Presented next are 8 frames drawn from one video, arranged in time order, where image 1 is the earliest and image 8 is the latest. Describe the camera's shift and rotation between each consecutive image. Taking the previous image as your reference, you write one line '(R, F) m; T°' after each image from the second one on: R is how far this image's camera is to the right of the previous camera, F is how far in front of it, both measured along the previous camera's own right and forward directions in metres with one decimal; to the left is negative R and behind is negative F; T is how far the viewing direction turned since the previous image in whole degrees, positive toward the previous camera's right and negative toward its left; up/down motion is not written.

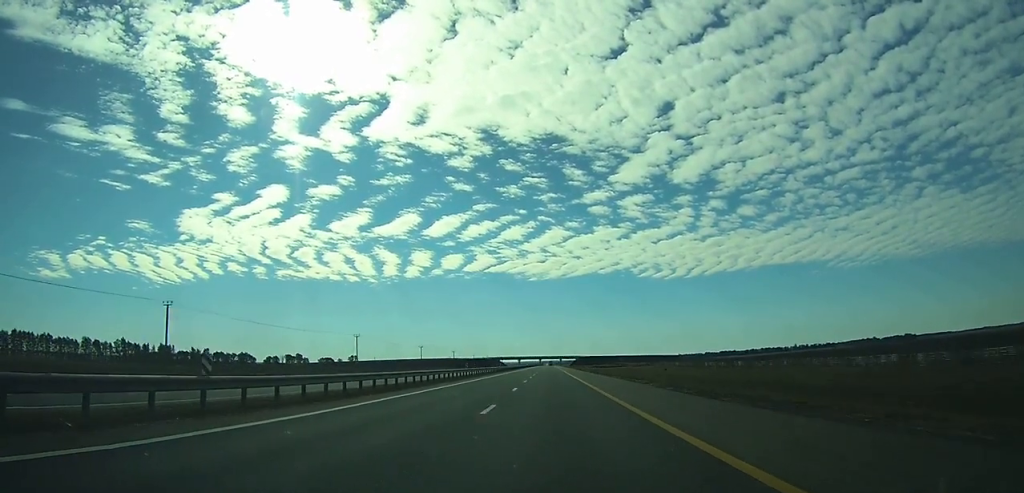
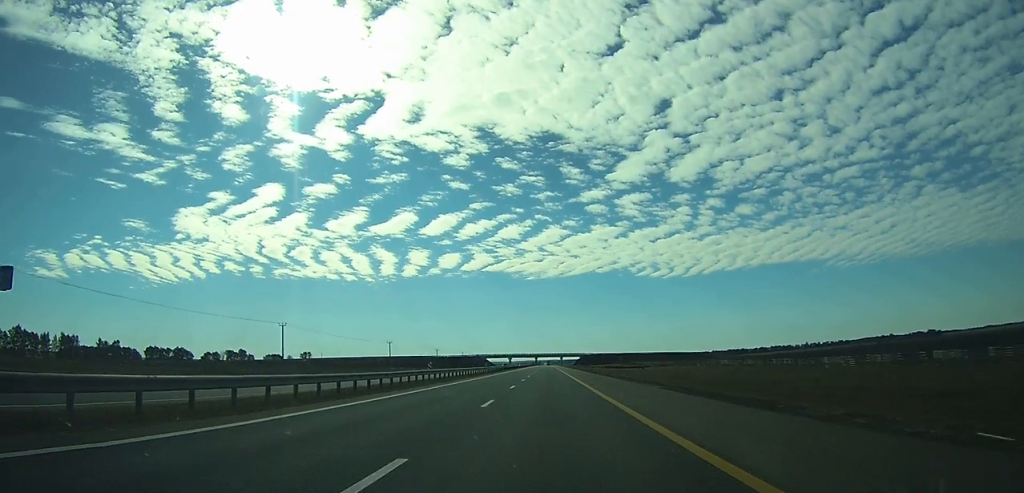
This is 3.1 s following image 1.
(-0.1, +95.0) m; 0°
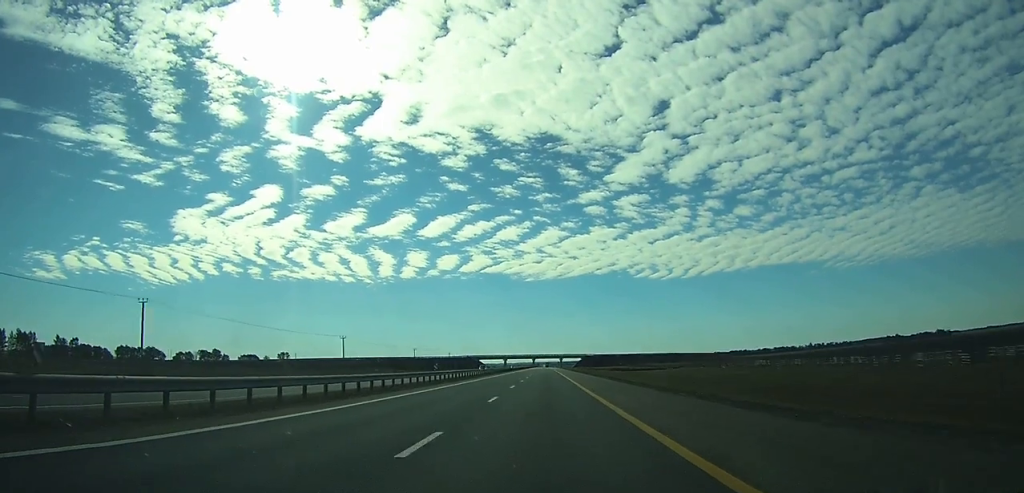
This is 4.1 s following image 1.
(0.0, +32.9) m; 0°
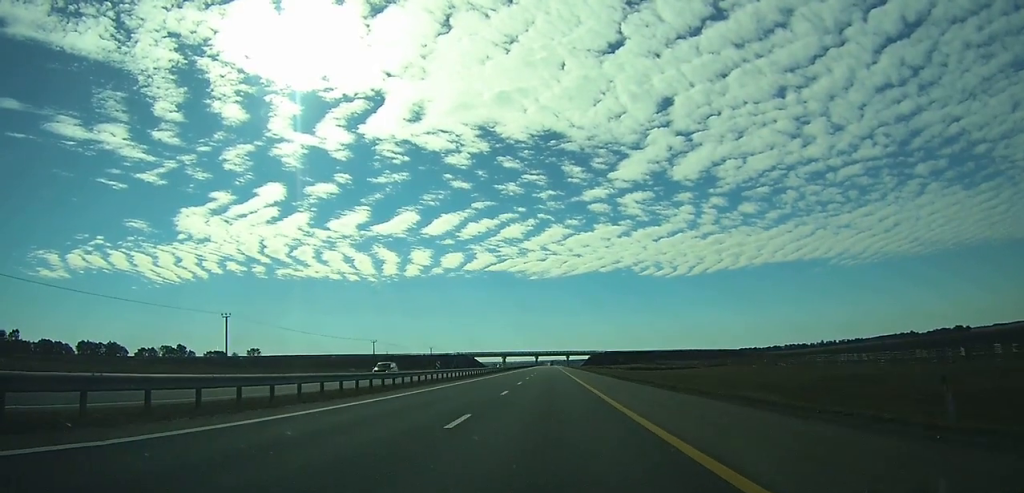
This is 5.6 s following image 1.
(0.0, +45.1) m; 0°
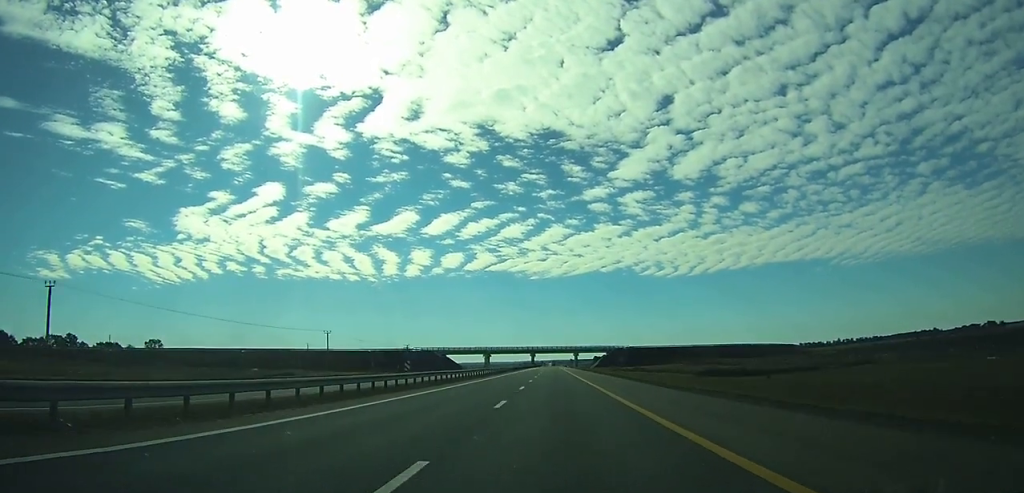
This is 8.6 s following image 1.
(-0.2, +91.9) m; 0°
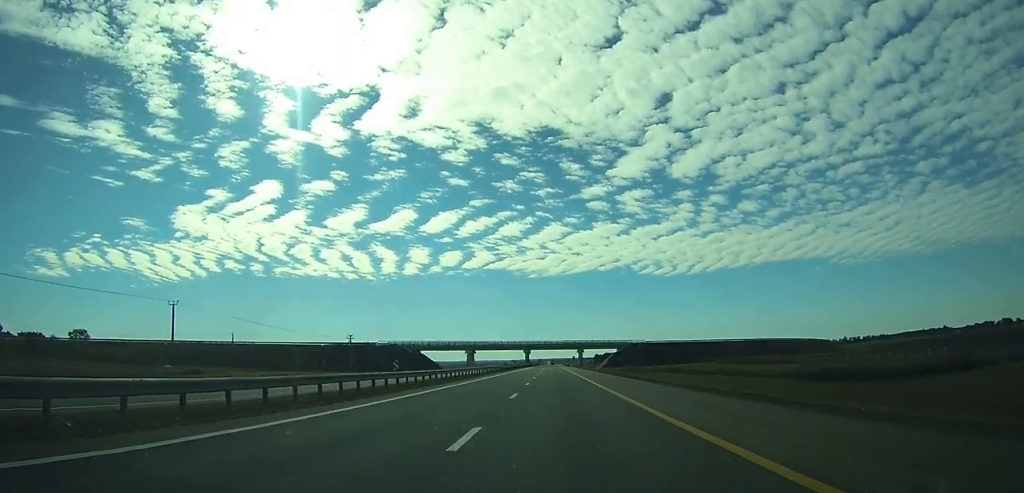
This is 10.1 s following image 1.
(0.0, +44.6) m; 0°
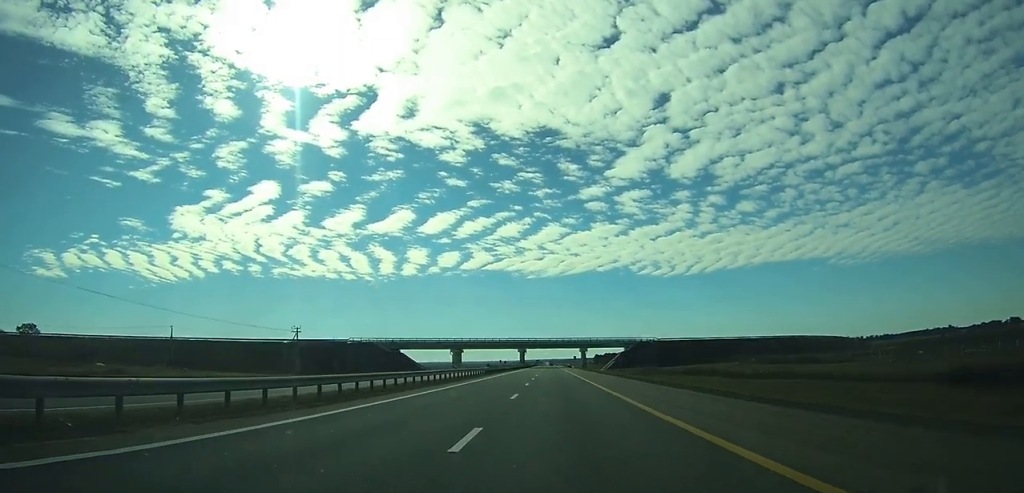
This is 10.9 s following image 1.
(0.0, +24.2) m; 0°
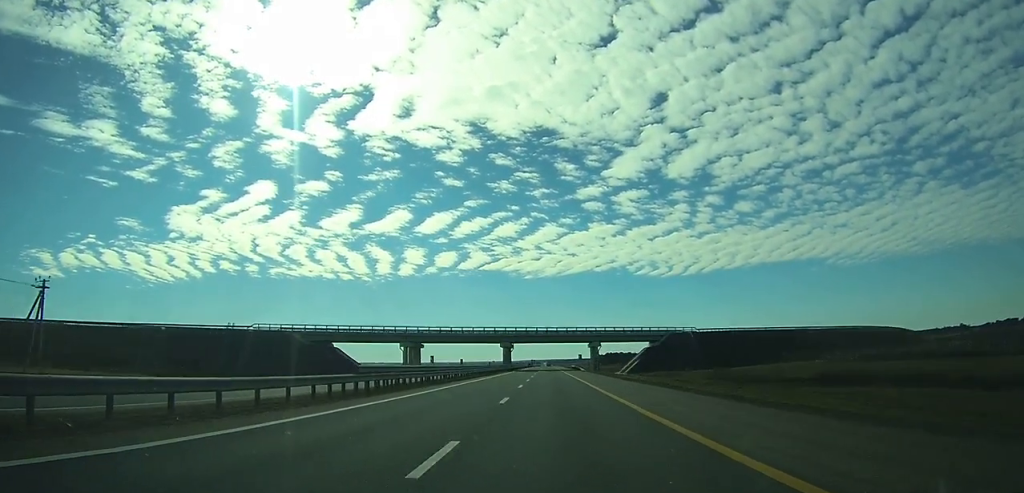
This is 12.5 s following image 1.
(0.0, +50.3) m; 0°
